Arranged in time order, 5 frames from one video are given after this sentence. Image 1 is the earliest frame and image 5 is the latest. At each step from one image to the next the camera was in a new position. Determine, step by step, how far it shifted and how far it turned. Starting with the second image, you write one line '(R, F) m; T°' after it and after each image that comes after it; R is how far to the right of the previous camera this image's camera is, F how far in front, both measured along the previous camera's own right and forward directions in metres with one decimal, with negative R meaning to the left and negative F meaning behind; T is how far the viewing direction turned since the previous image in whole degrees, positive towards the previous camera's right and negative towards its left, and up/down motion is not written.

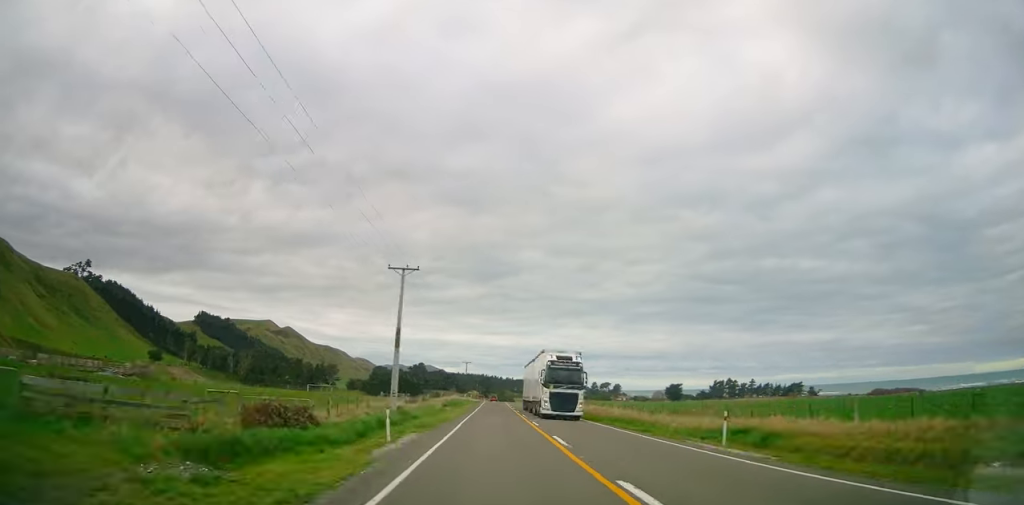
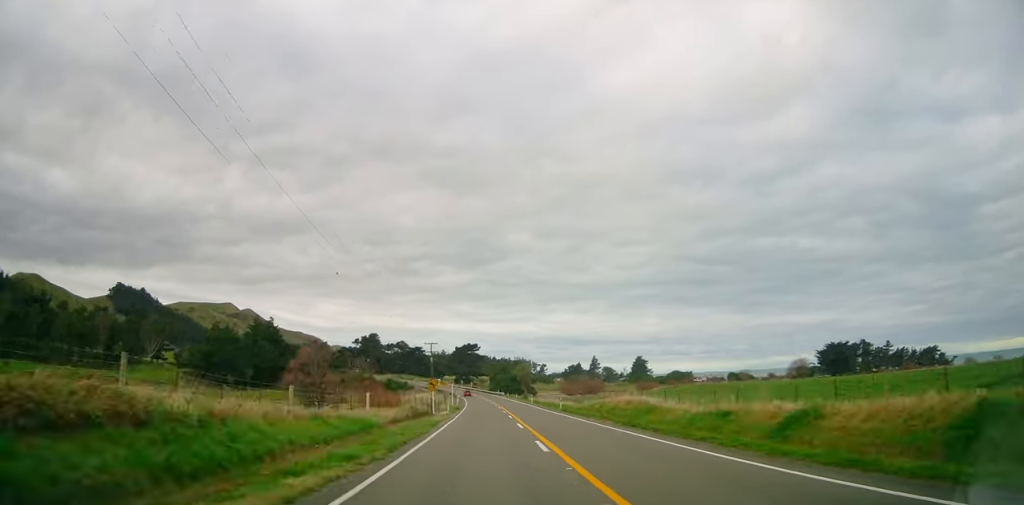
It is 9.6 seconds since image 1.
(-0.1, +220.5) m; -2°
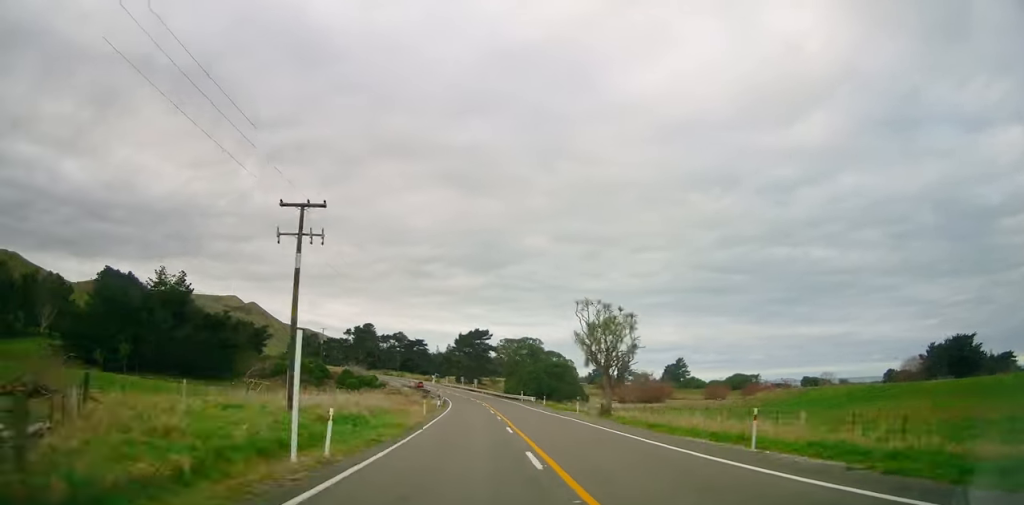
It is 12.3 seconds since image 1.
(+0.2, +60.2) m; -3°
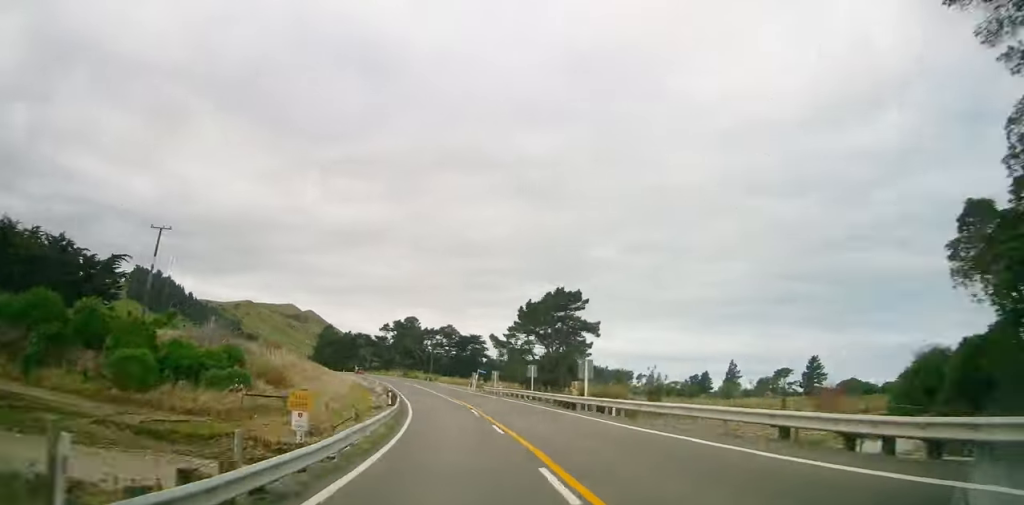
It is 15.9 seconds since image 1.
(-4.2, +79.5) m; -10°
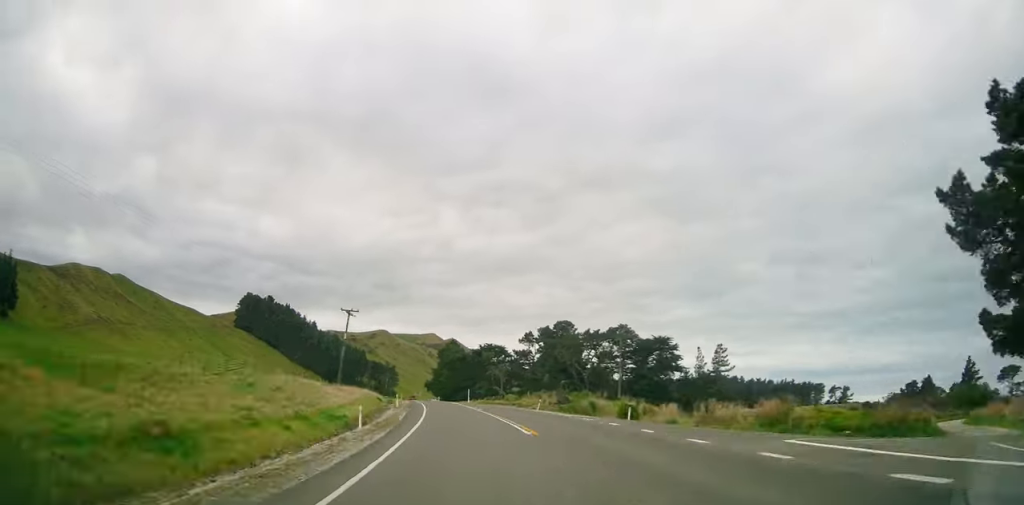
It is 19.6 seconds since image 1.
(-9.1, +80.1) m; -12°
